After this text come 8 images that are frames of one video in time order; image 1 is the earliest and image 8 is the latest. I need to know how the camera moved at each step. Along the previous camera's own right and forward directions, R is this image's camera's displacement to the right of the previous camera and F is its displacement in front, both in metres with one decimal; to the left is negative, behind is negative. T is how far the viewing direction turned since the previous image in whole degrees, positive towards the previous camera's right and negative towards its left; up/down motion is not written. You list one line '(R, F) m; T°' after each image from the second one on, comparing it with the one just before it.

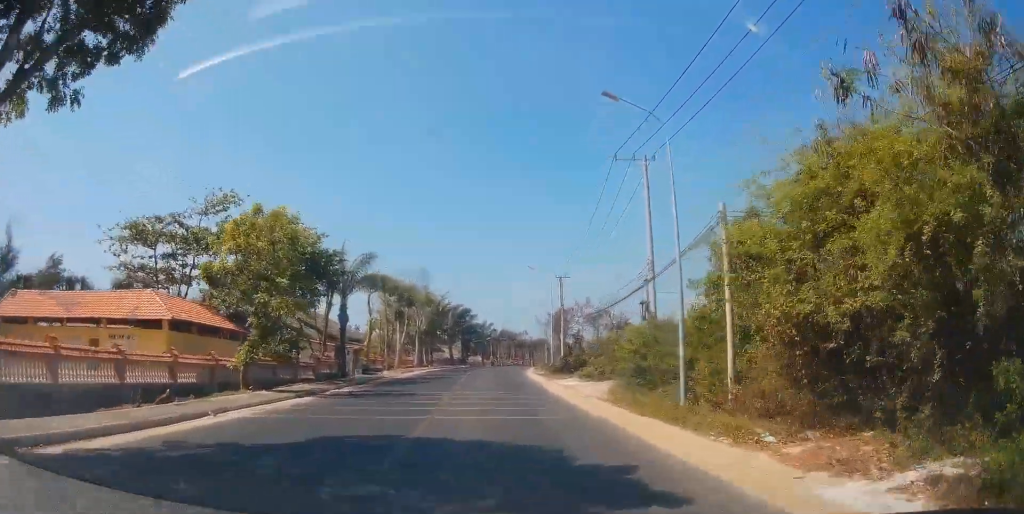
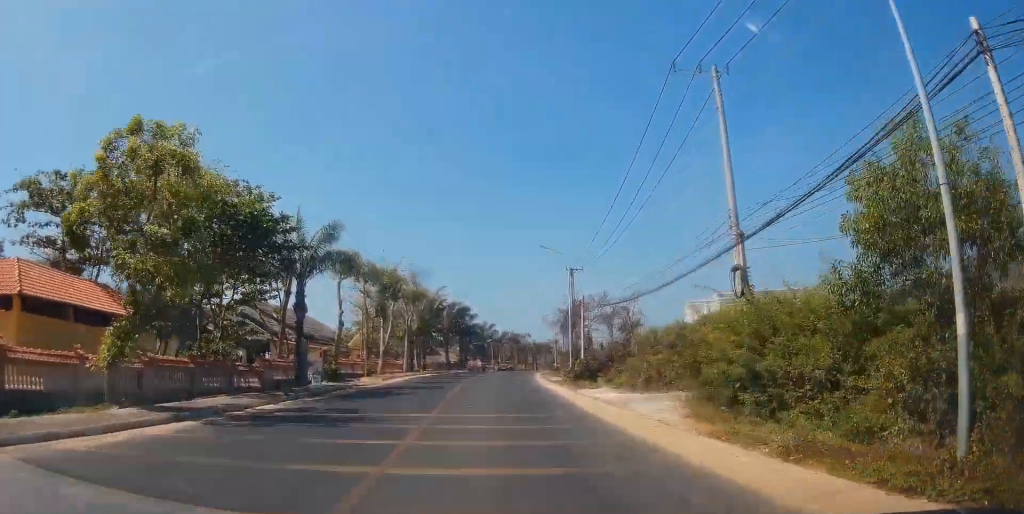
(-0.2, +10.1) m; +2°
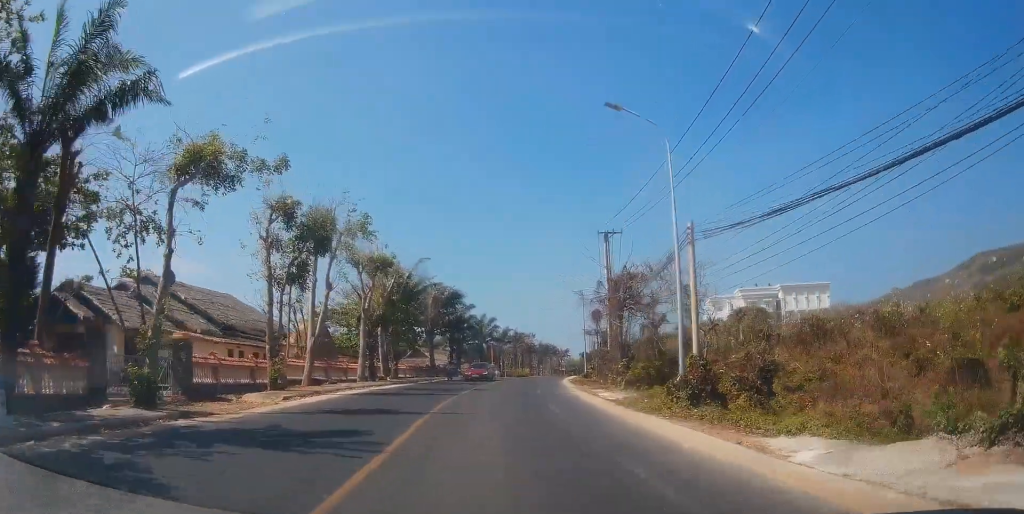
(+0.7, +22.4) m; +1°
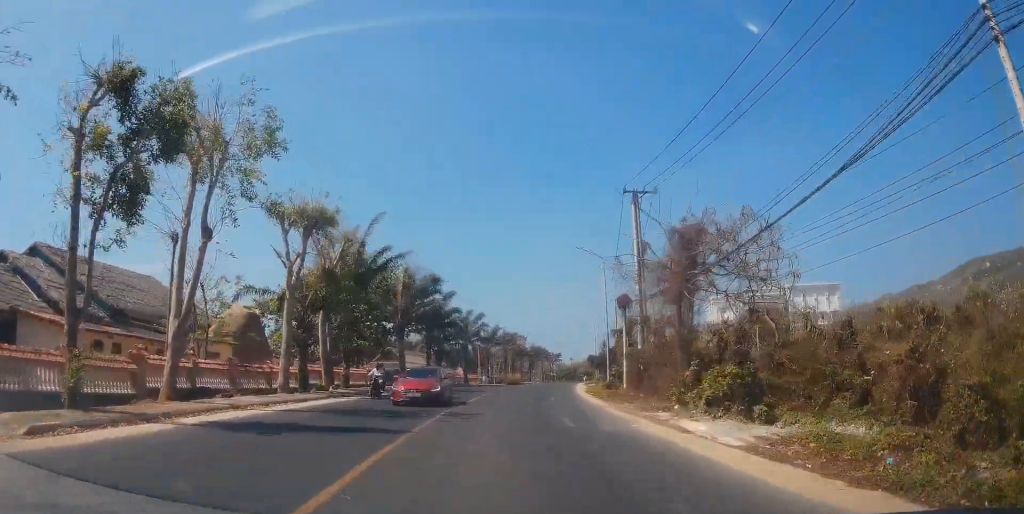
(-0.1, +14.7) m; -1°
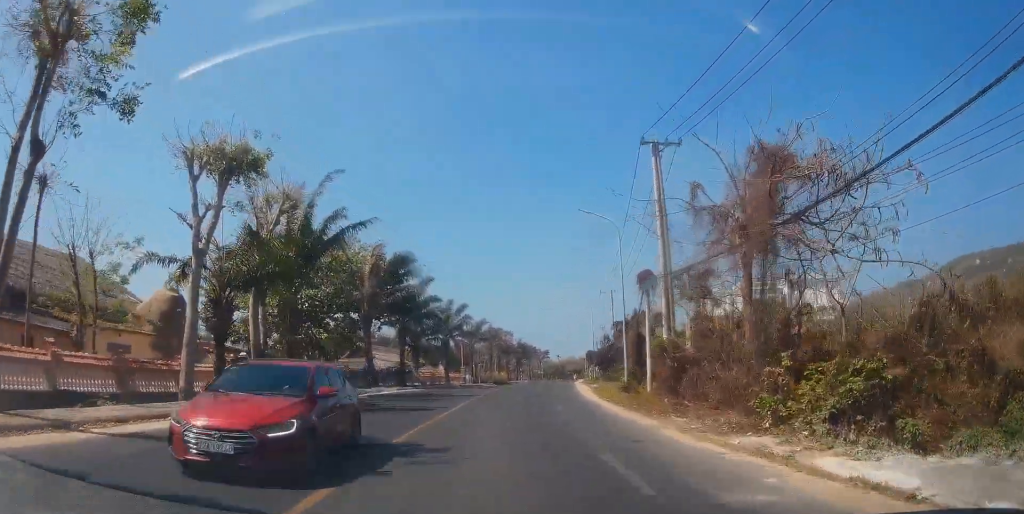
(0.0, +8.7) m; 0°
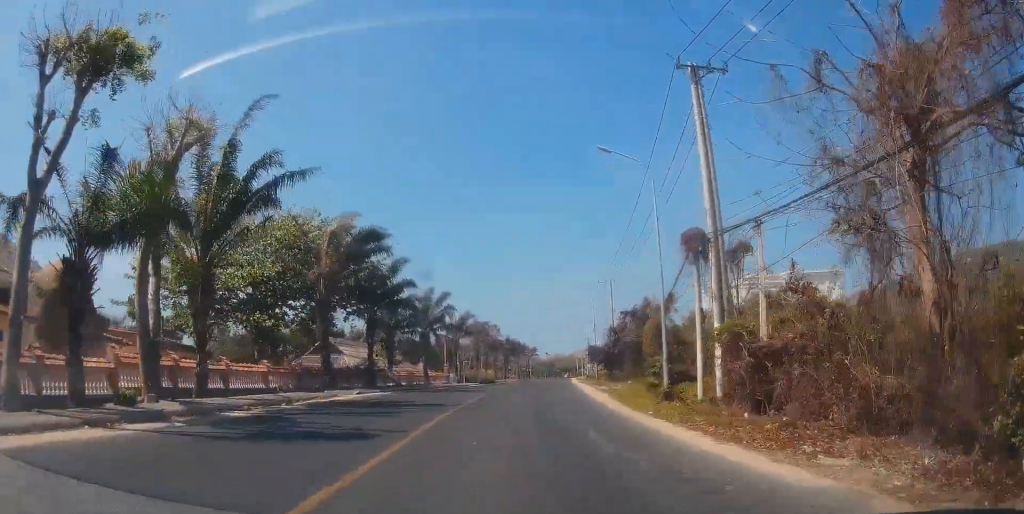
(-0.3, +8.8) m; 0°
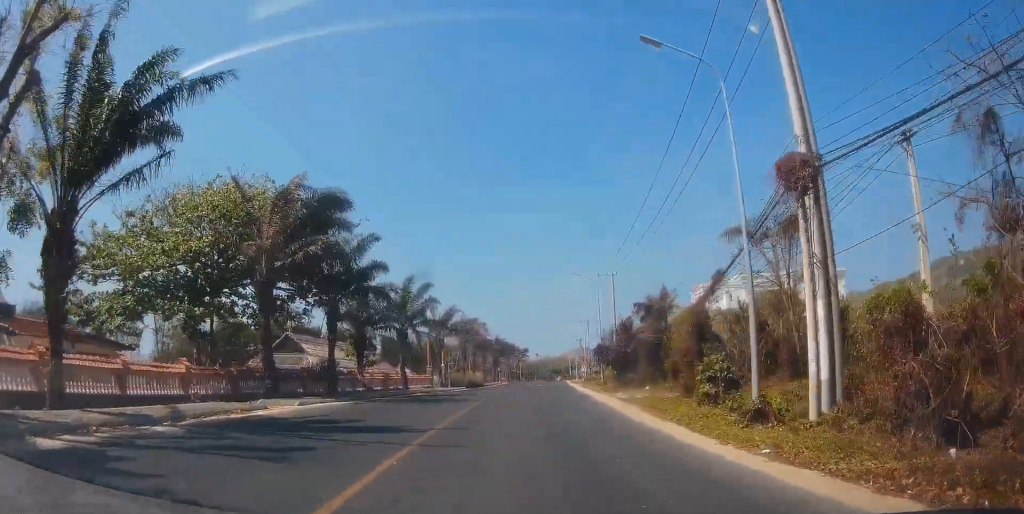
(+0.3, +8.3) m; +1°
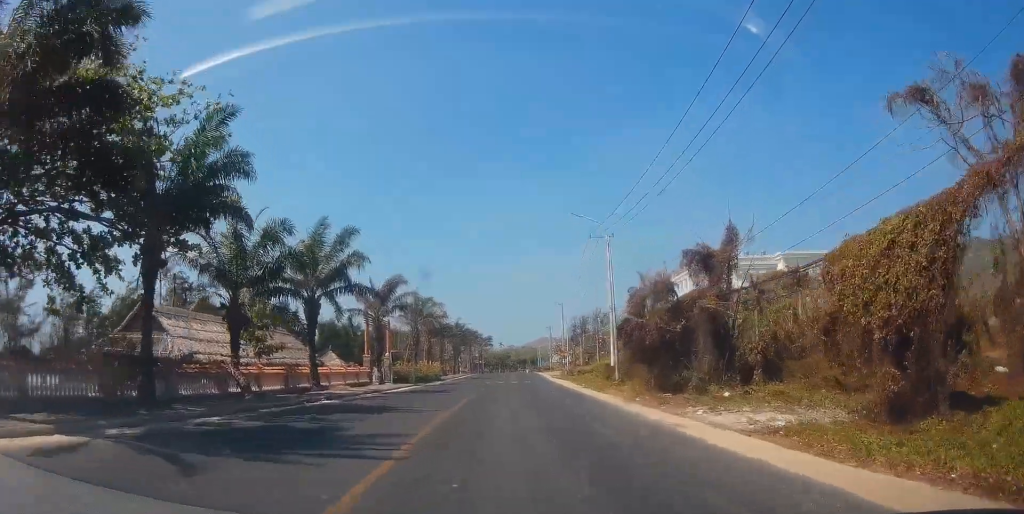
(+0.1, +17.5) m; +2°
